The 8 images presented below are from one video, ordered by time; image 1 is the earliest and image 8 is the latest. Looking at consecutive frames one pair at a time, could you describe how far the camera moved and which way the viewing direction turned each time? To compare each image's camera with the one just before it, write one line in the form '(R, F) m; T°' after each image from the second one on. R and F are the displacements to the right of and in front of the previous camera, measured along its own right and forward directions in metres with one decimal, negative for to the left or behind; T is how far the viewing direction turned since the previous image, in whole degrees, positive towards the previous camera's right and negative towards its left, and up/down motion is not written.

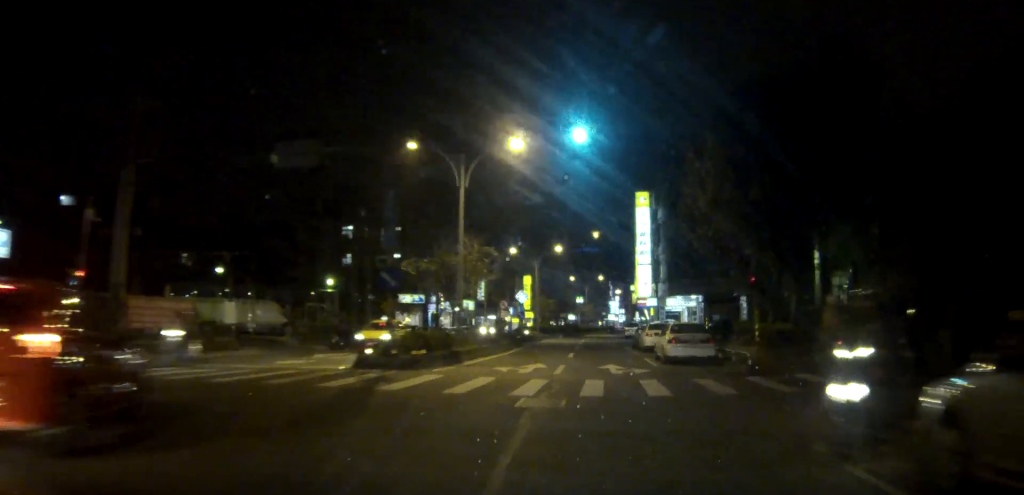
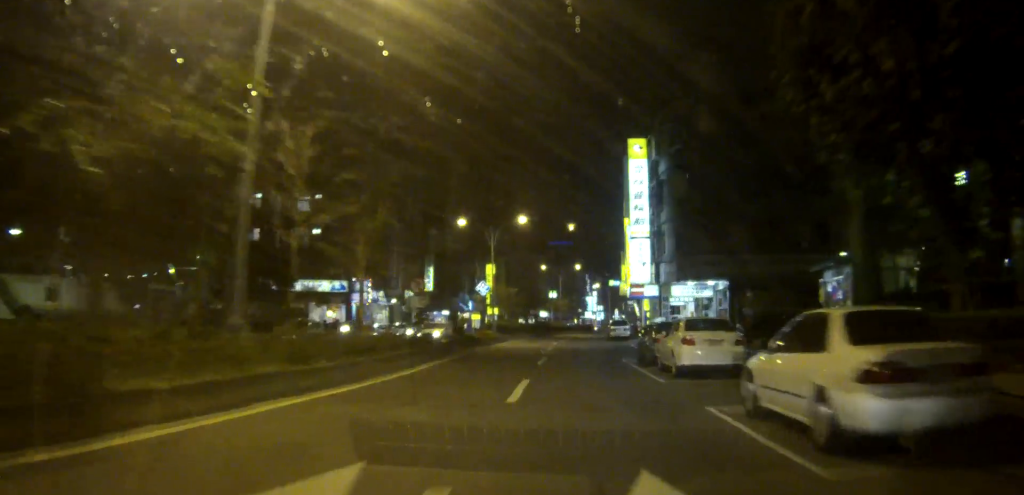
(+0.2, +19.3) m; +1°
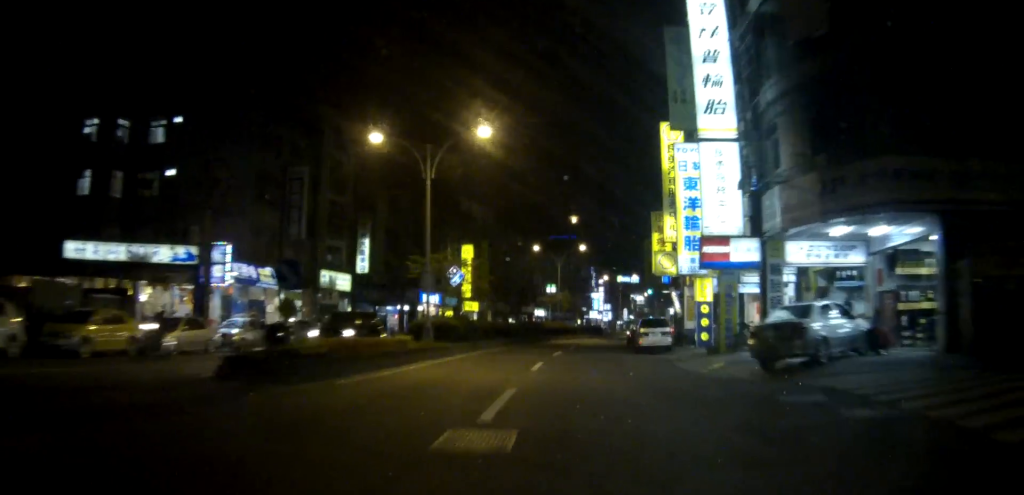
(+0.2, +25.7) m; +1°
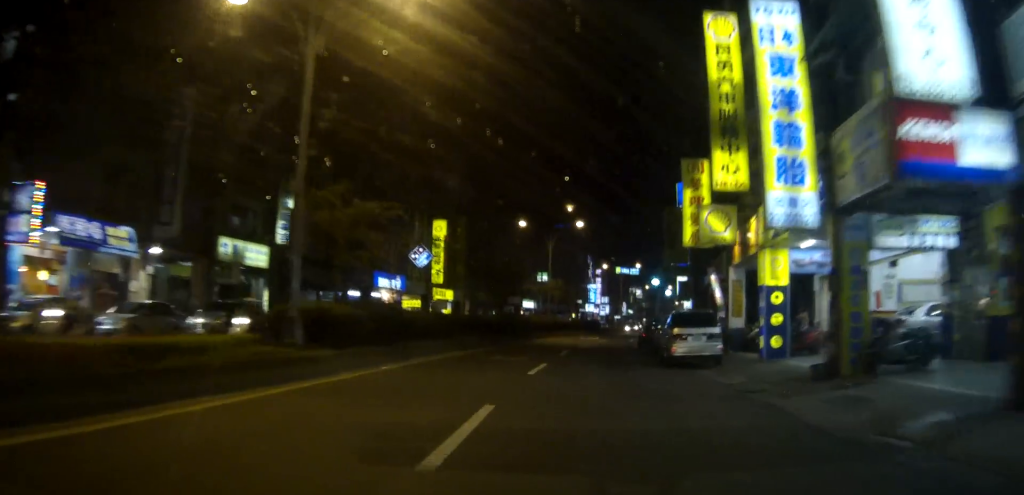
(+0.1, +13.9) m; +2°
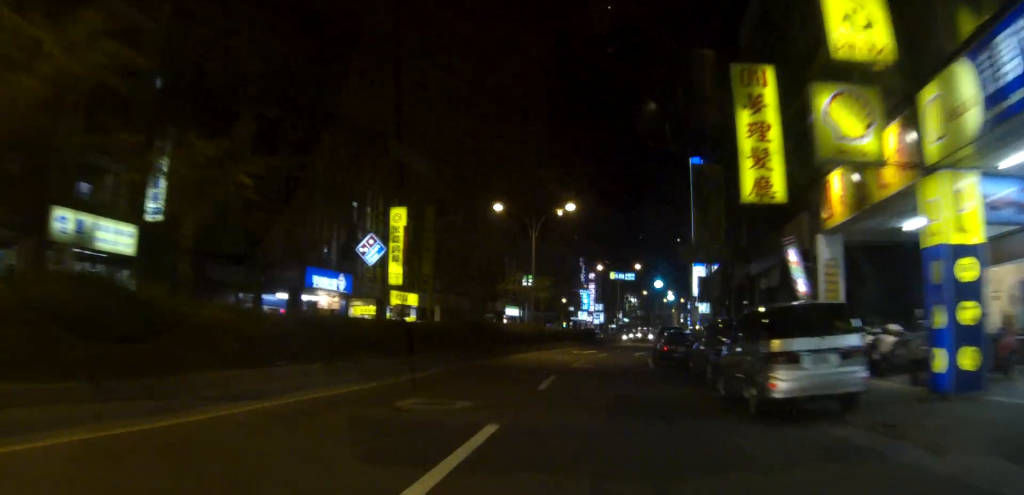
(+0.3, +12.2) m; +2°
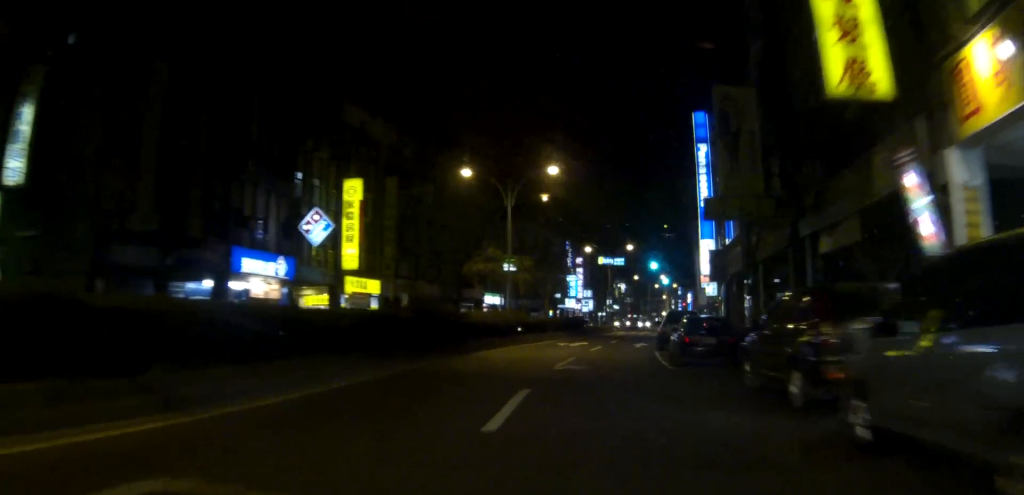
(+0.1, +7.7) m; +1°
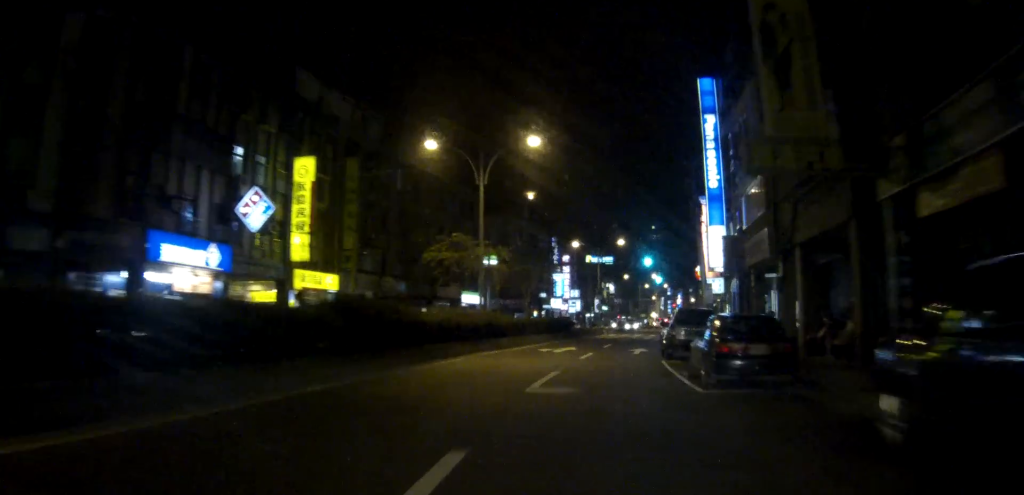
(0.0, +6.4) m; 0°
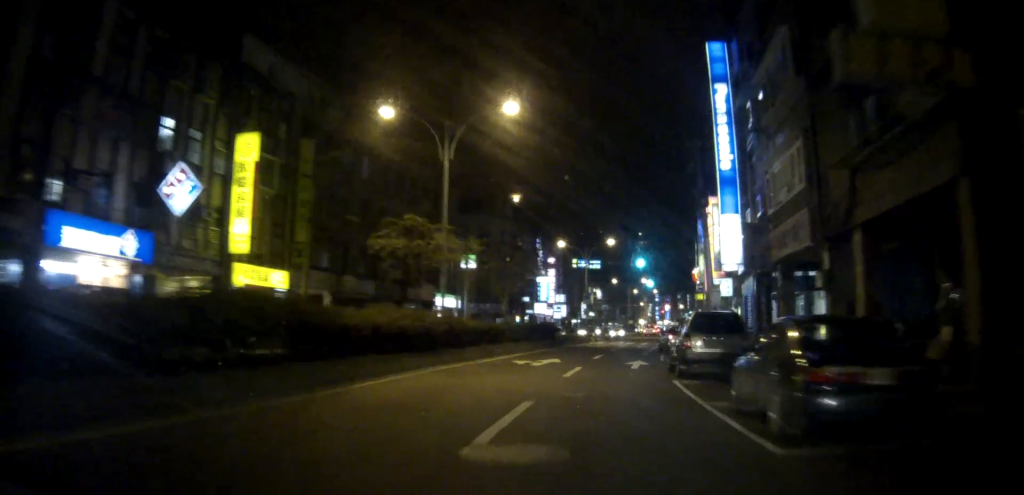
(0.0, +5.9) m; 0°
